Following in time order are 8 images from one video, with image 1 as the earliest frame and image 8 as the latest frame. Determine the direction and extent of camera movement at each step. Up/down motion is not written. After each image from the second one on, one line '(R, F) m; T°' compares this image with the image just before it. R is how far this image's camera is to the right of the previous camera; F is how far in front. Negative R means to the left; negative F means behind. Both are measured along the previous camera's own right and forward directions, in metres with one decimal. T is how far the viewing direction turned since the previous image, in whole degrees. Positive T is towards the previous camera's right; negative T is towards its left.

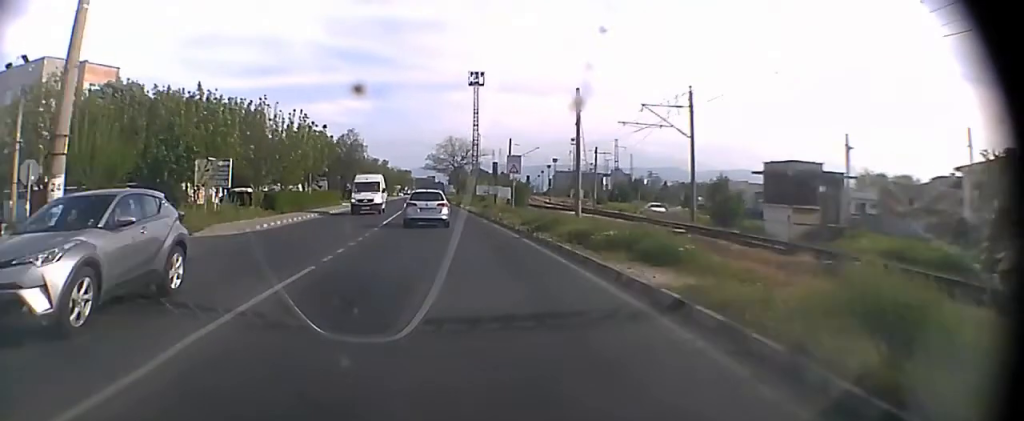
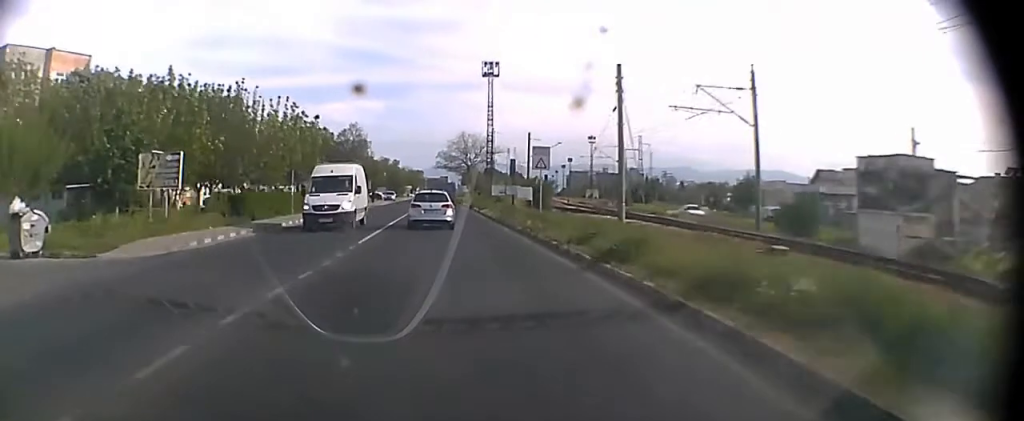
(-0.1, +8.7) m; -1°
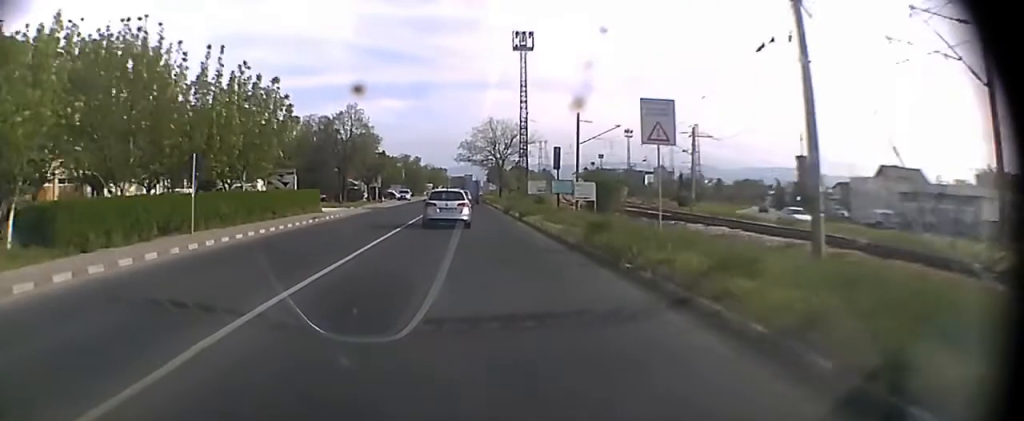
(-0.5, +18.4) m; -2°
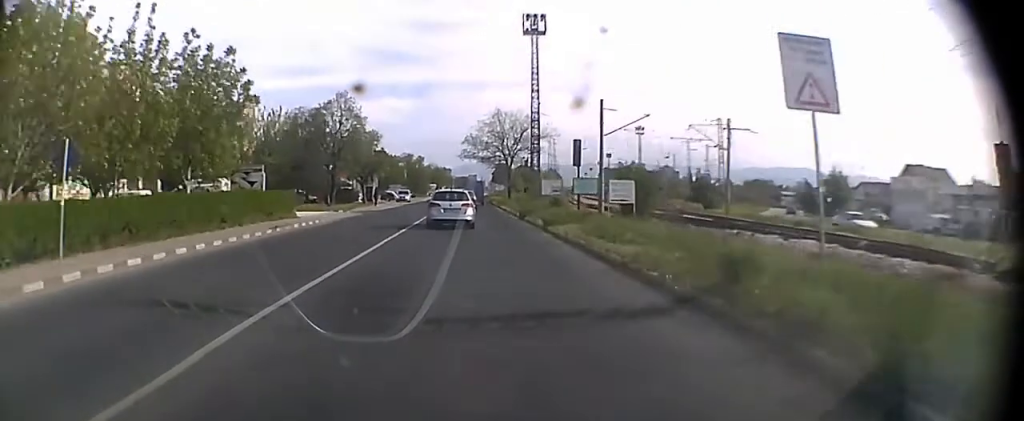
(-0.1, +8.4) m; -1°
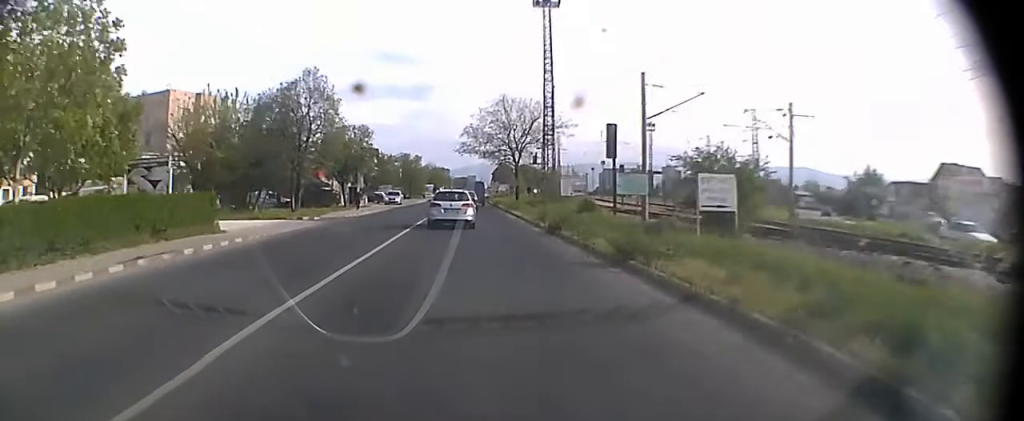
(0.0, +12.5) m; 0°
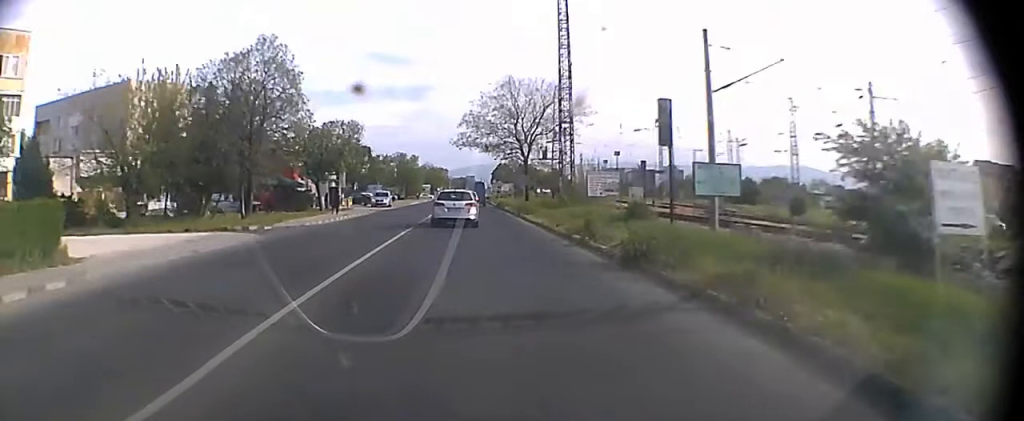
(0.0, +9.6) m; 0°
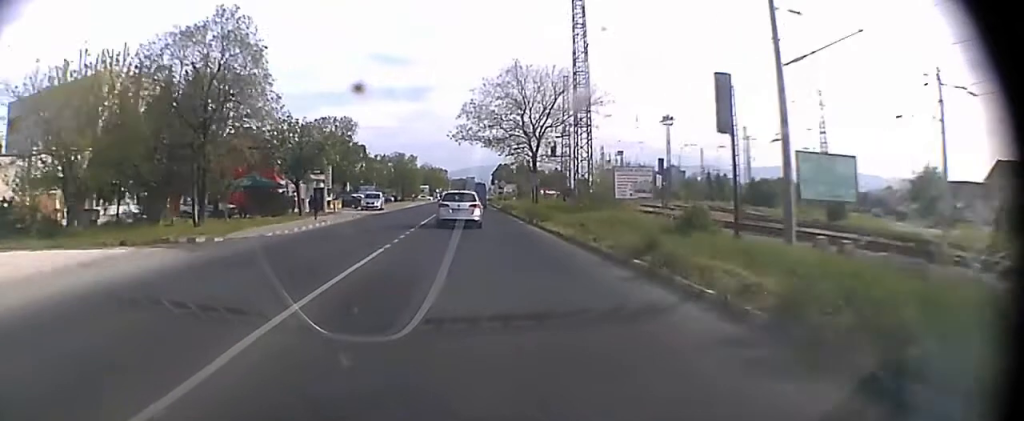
(0.0, +8.2) m; 0°
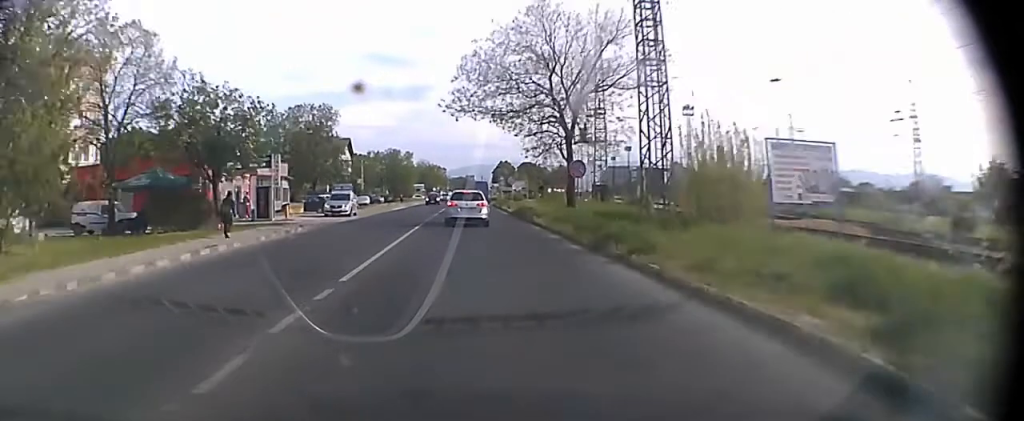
(0.0, +16.5) m; 0°
